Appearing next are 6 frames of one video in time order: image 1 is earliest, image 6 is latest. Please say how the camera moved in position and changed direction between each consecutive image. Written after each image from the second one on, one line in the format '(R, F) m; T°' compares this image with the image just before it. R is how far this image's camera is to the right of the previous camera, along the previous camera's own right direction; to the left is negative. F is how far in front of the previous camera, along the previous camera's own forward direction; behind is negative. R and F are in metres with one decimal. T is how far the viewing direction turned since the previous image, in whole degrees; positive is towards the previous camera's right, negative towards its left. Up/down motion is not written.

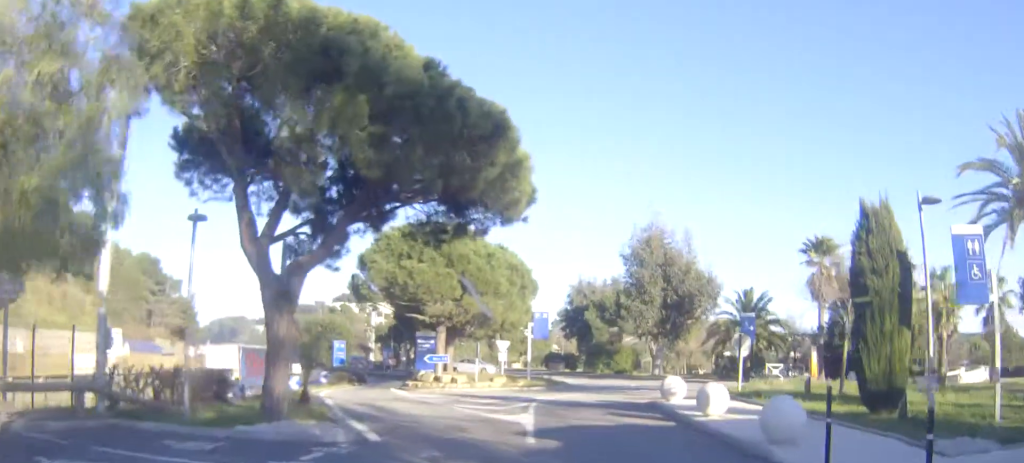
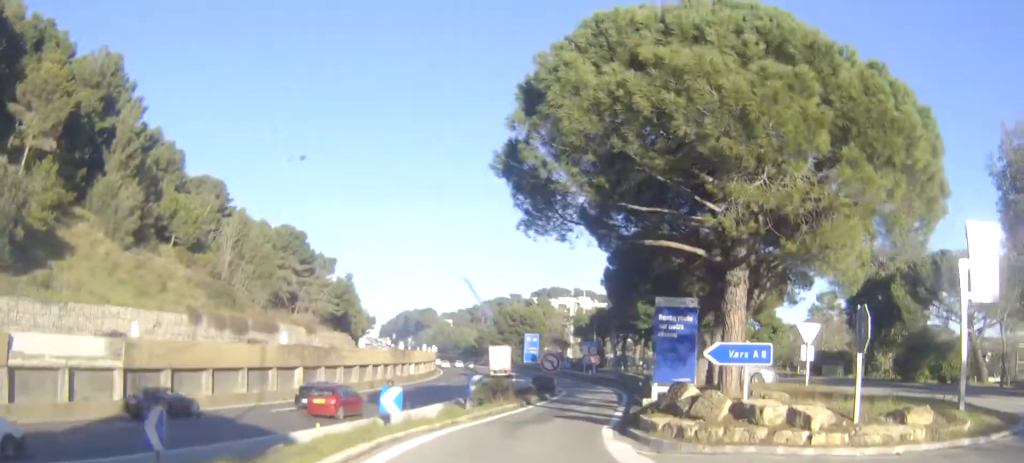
(-2.9, +25.6) m; -11°
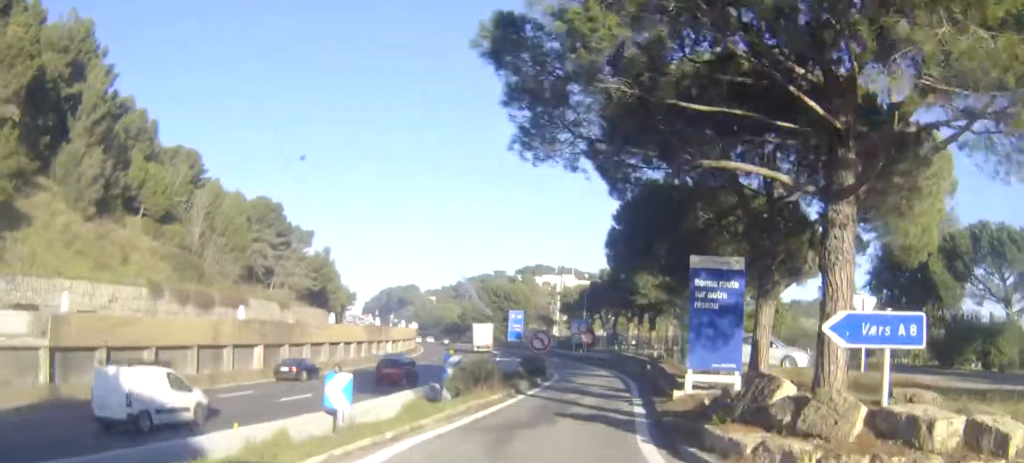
(0.0, +5.9) m; 0°
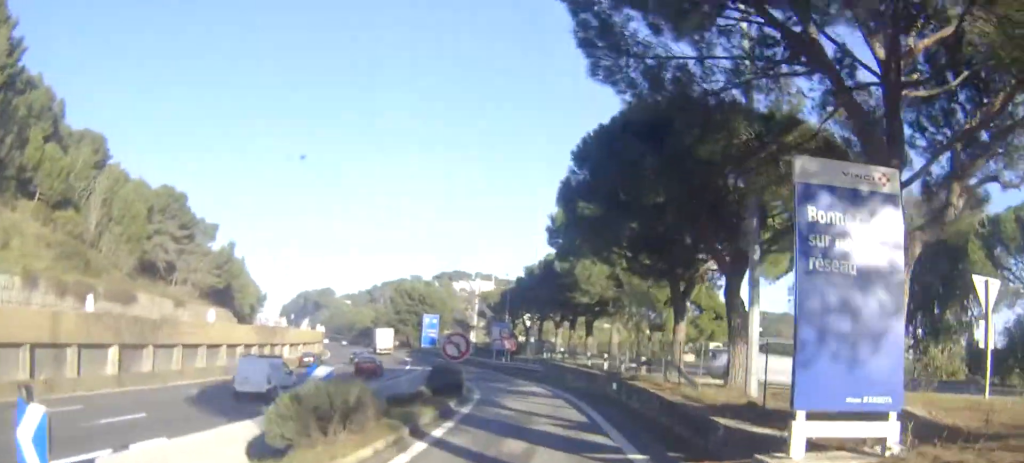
(0.0, +10.6) m; 0°
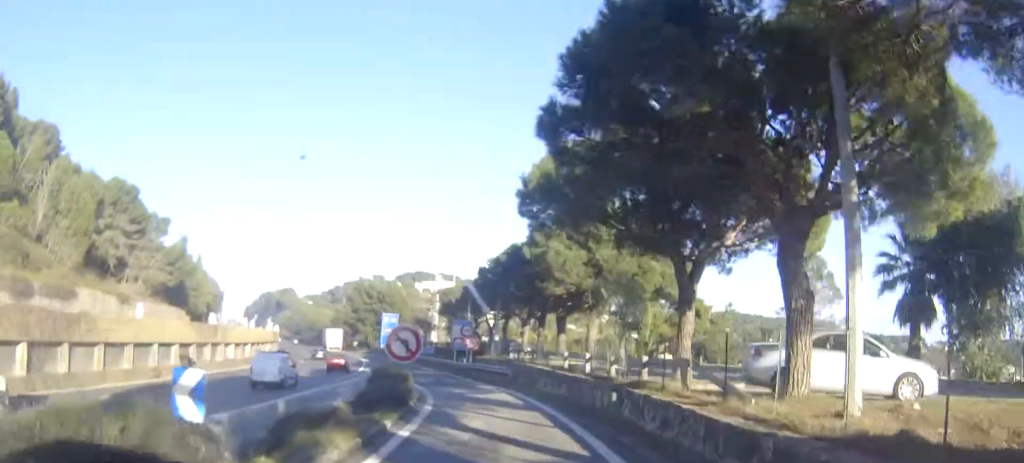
(0.0, +6.3) m; +1°
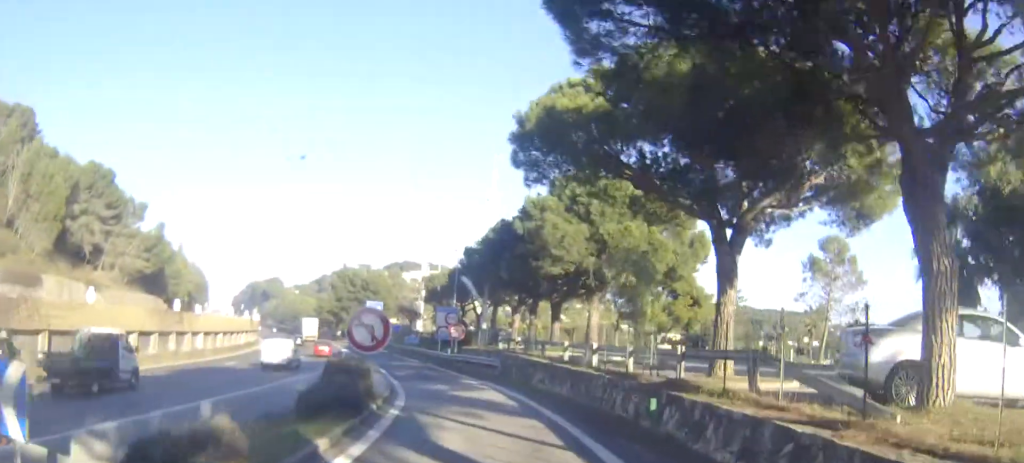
(+0.1, +5.0) m; +1°
